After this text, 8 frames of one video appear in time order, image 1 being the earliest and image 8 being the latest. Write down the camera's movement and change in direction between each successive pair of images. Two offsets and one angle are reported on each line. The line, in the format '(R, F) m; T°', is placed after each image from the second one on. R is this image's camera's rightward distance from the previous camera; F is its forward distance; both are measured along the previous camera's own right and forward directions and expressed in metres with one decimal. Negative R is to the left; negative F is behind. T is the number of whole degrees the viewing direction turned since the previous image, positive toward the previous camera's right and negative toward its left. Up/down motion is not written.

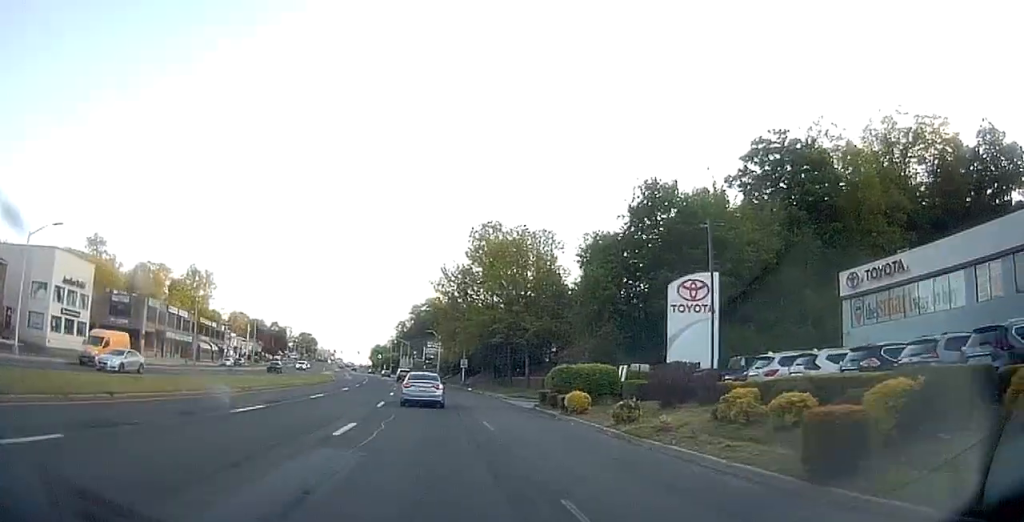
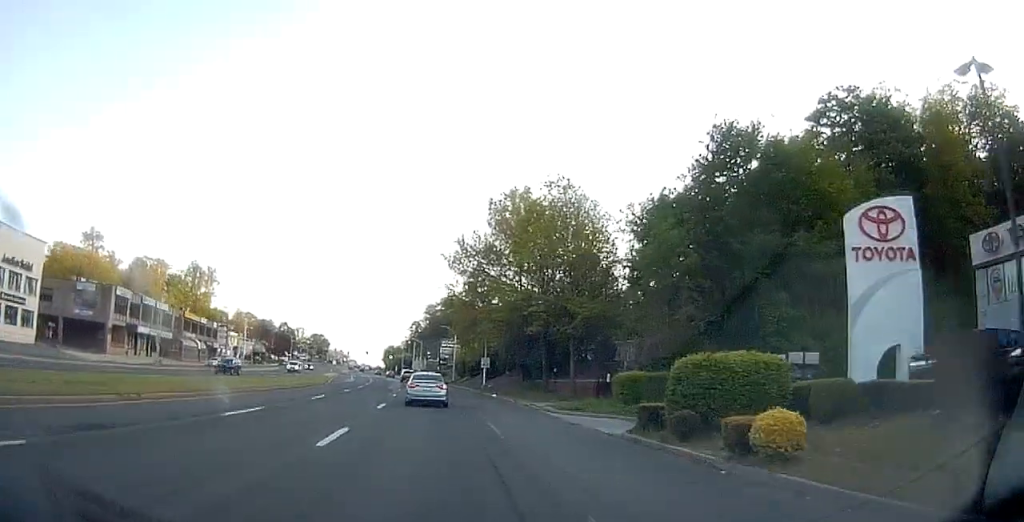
(-0.1, +13.9) m; -1°
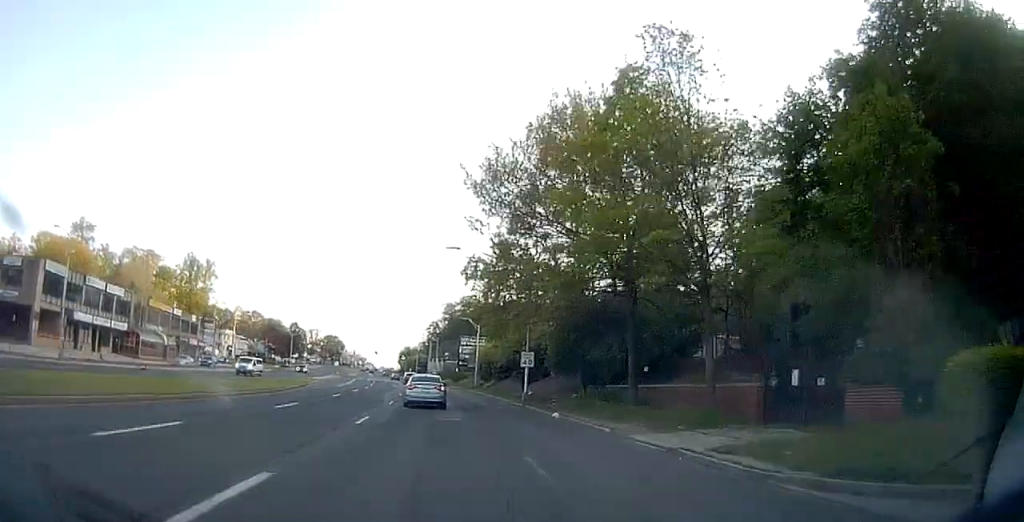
(-0.2, +19.2) m; -1°
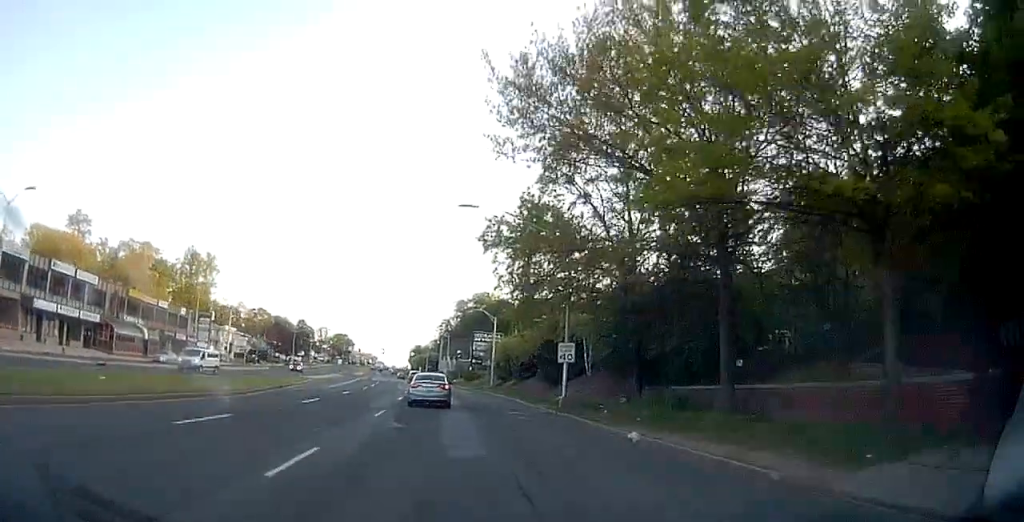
(0.0, +8.9) m; -1°
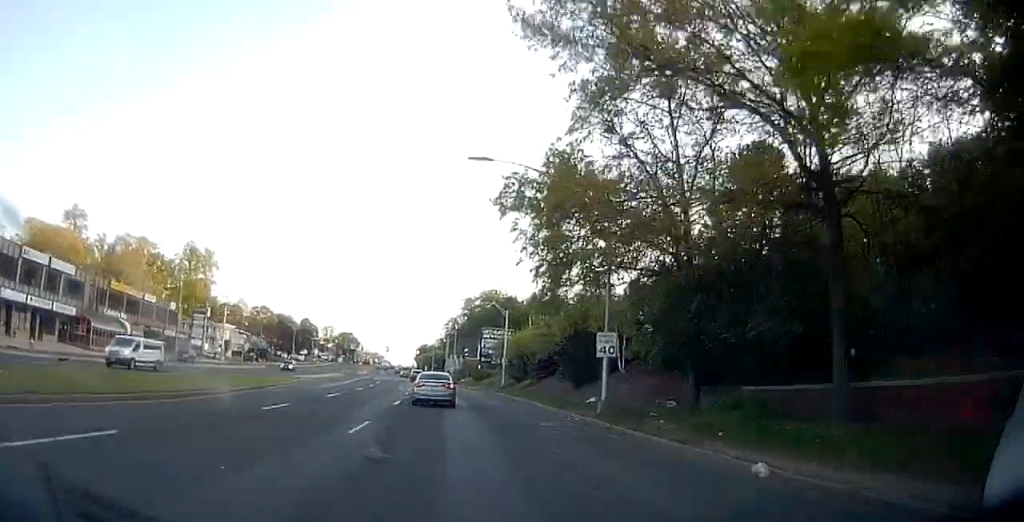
(-0.1, +5.8) m; -1°
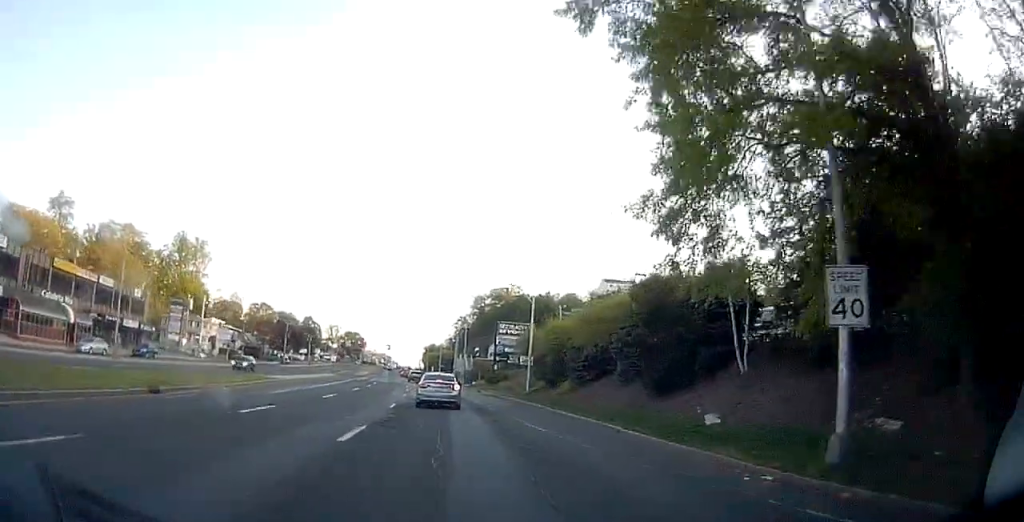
(-0.3, +12.7) m; -2°
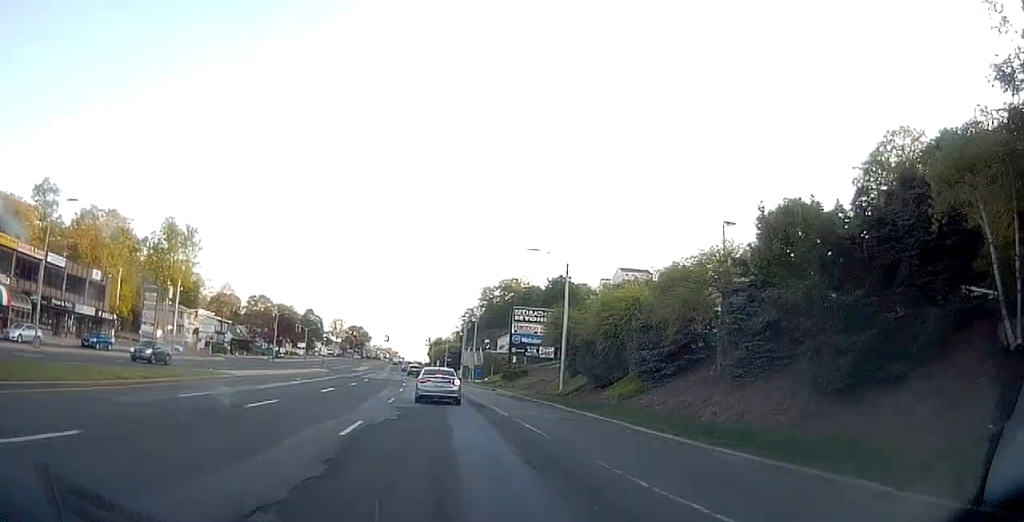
(-0.1, +11.1) m; 0°
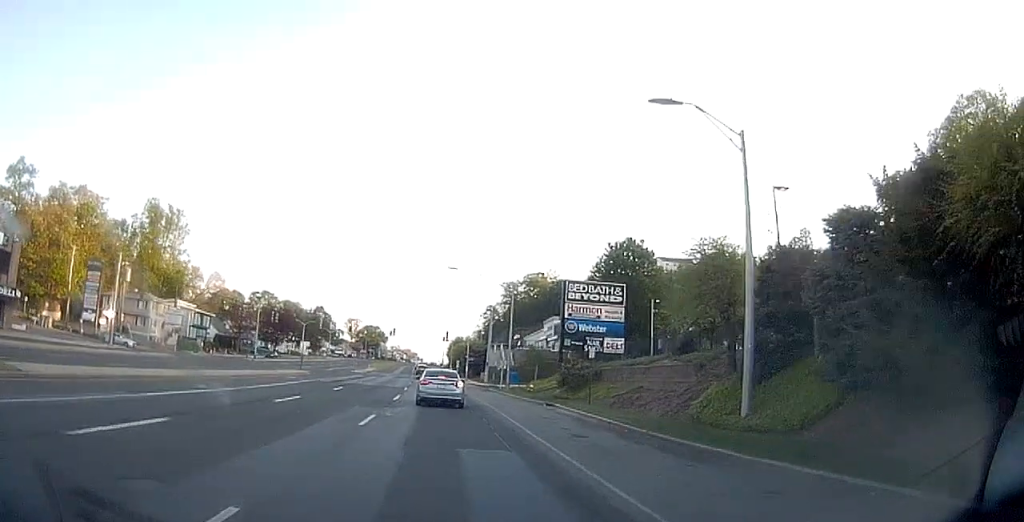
(+0.1, +20.1) m; -1°
